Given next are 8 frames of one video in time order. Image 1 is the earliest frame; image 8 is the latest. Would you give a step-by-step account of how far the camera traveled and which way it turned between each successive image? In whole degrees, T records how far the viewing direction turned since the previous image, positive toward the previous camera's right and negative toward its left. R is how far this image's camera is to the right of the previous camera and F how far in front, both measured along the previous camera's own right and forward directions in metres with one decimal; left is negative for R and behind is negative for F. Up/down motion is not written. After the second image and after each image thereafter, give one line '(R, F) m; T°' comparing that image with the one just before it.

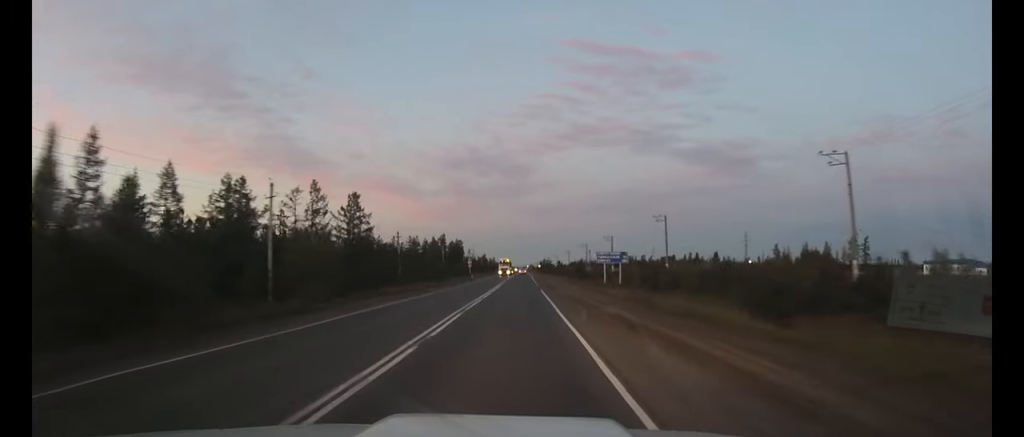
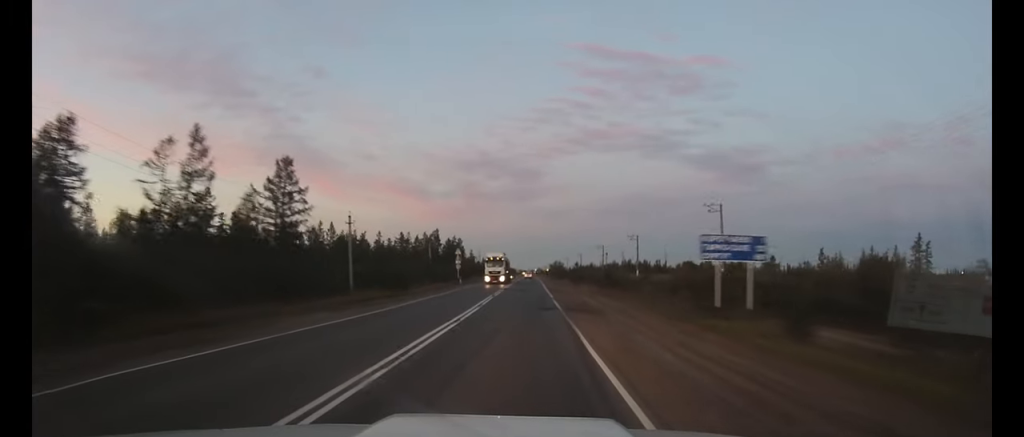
(-0.2, +26.5) m; -1°
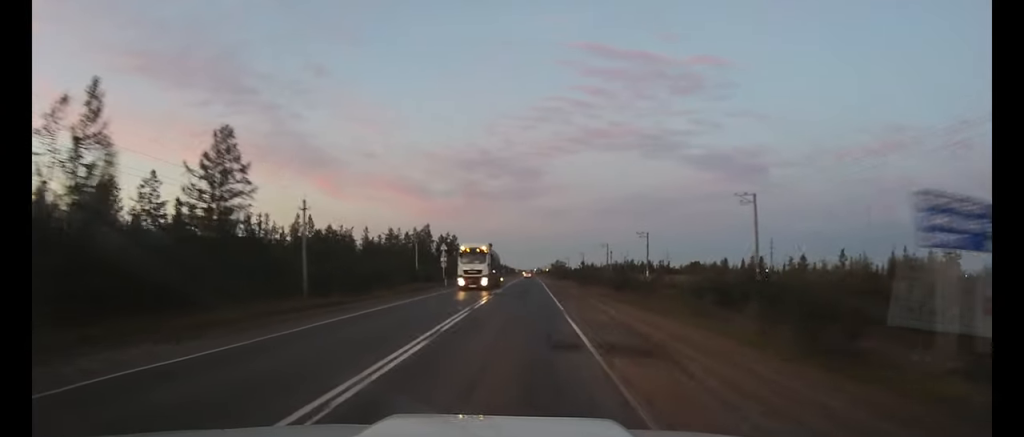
(0.0, +12.3) m; 0°
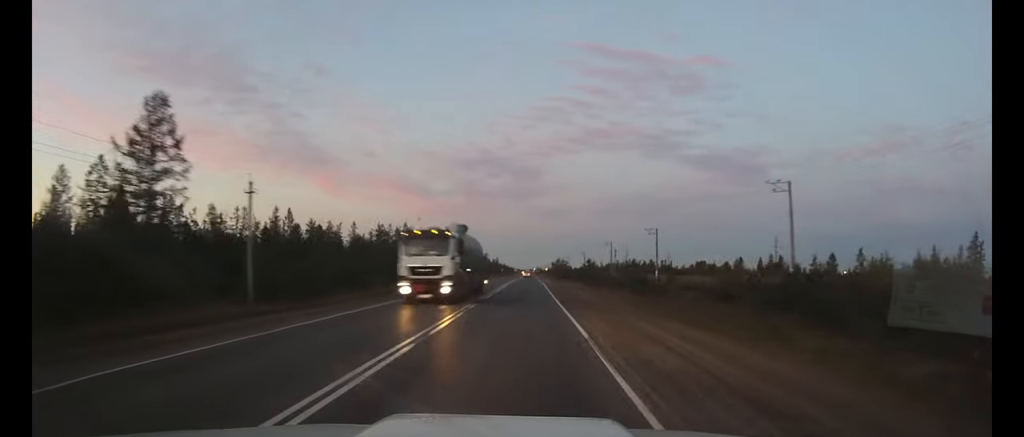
(0.0, +9.6) m; 0°
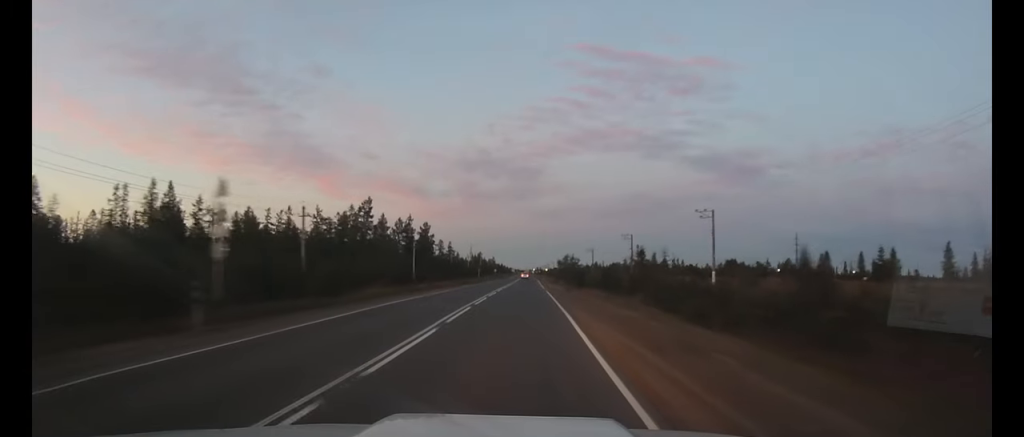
(+0.1, +36.6) m; 0°
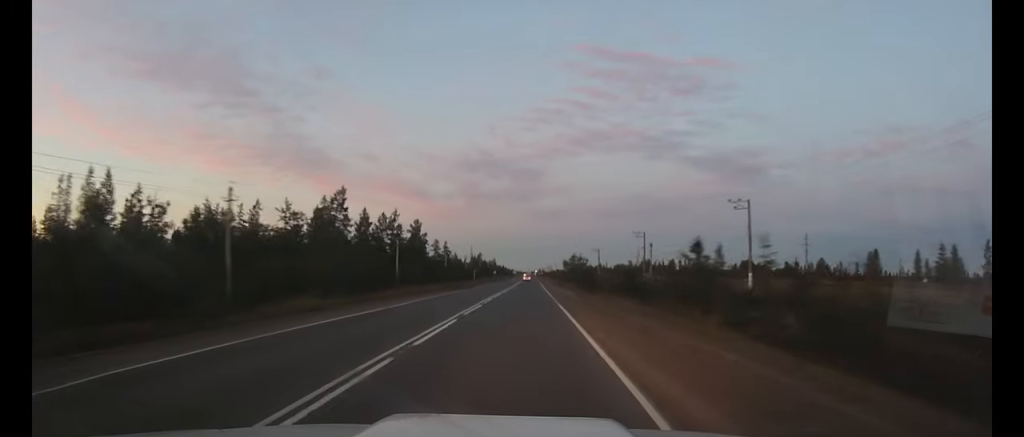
(0.0, +12.9) m; 0°
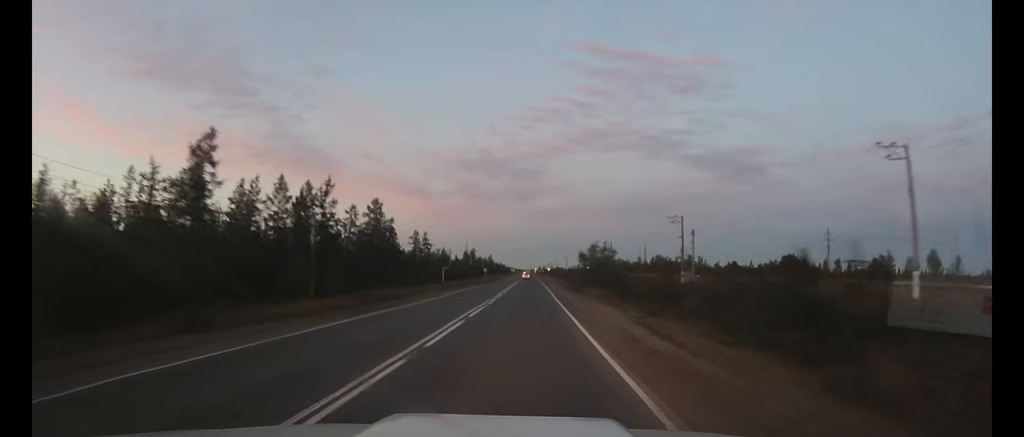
(-0.1, +31.8) m; 0°
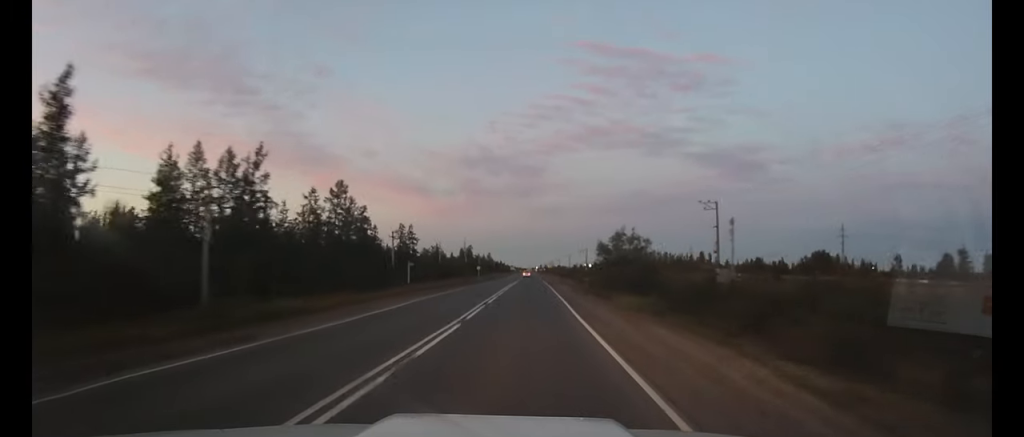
(0.0, +17.5) m; 0°
